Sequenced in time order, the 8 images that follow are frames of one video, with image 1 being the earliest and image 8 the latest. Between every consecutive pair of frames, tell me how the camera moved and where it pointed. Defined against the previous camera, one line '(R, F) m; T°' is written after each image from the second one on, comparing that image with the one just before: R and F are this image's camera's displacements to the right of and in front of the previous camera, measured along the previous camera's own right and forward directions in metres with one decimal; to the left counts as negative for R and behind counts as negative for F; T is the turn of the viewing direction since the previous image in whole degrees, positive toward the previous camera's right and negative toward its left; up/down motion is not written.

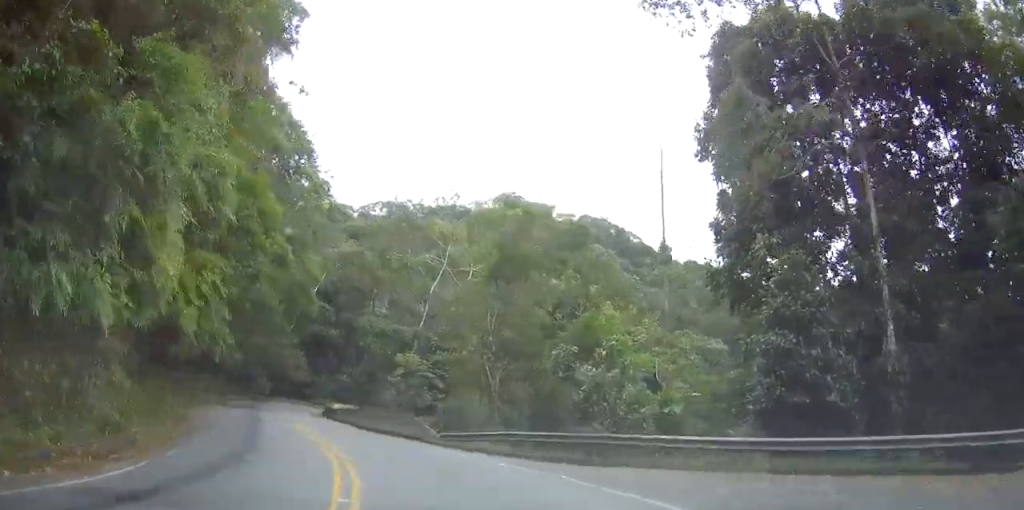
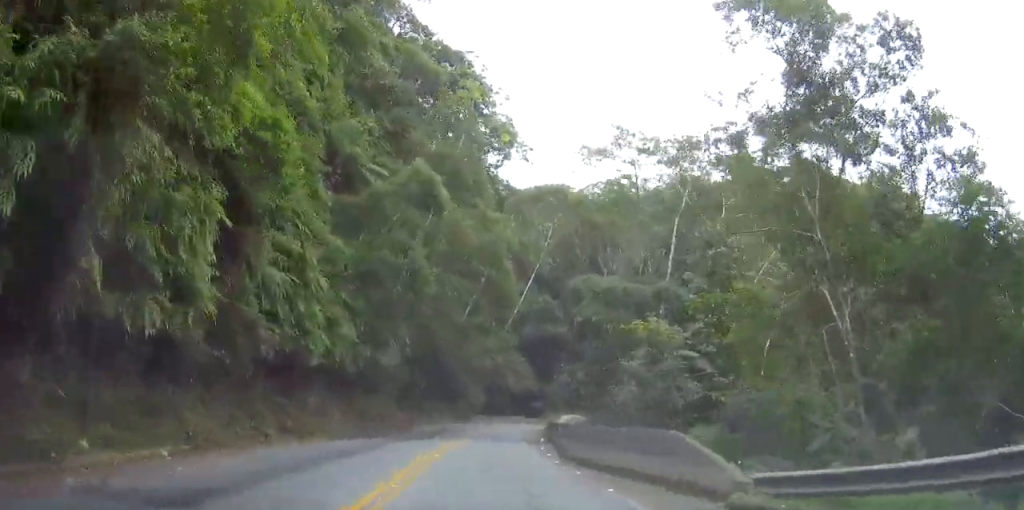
(-1.0, +16.6) m; -3°
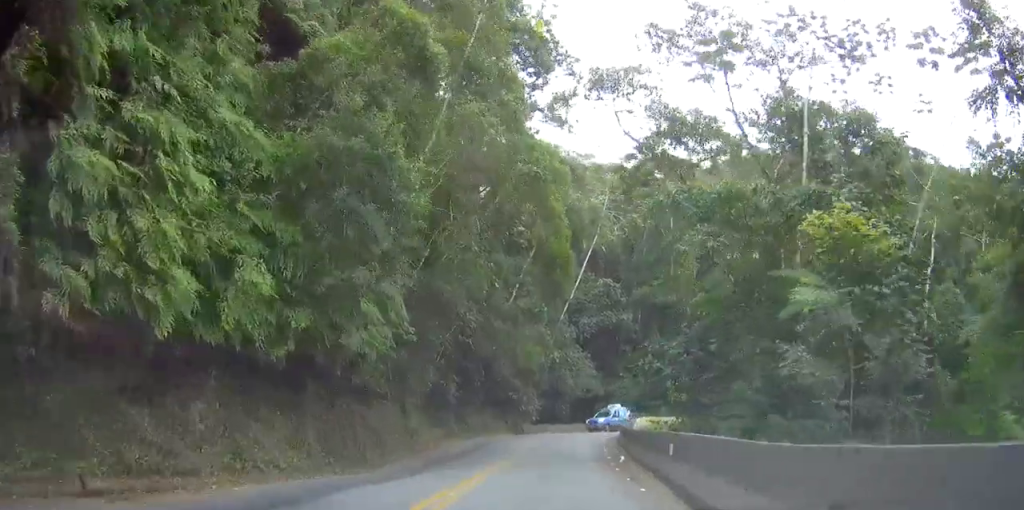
(0.0, +11.9) m; 0°
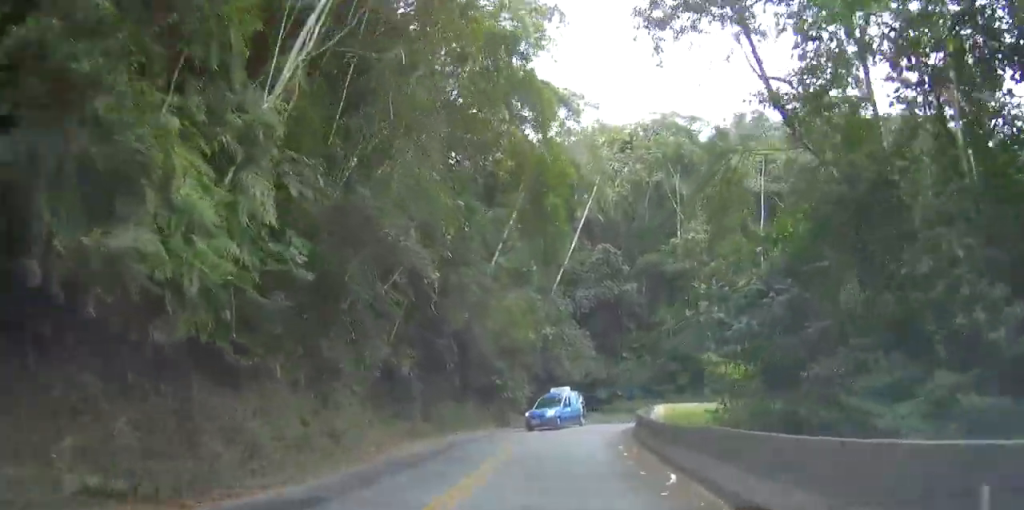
(0.0, +9.2) m; 0°
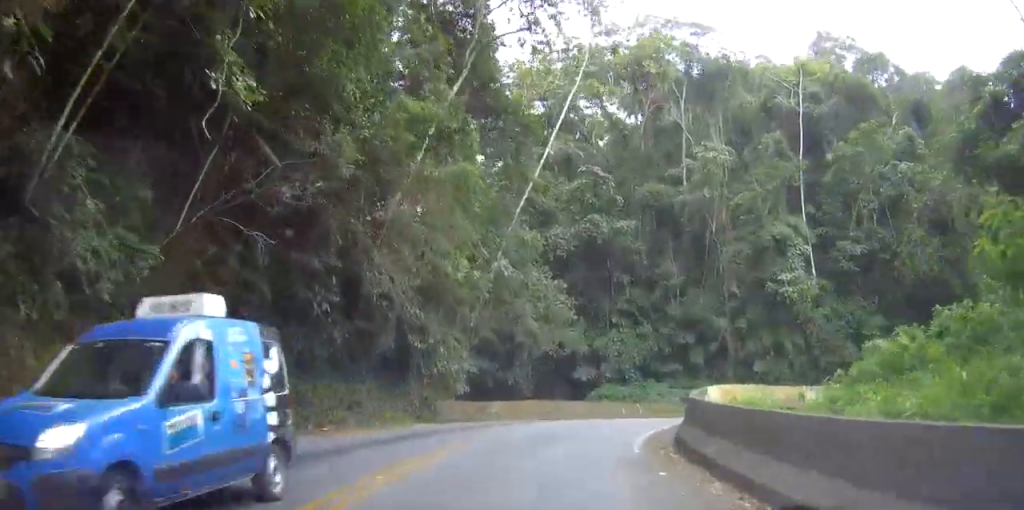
(0.0, +15.2) m; 0°
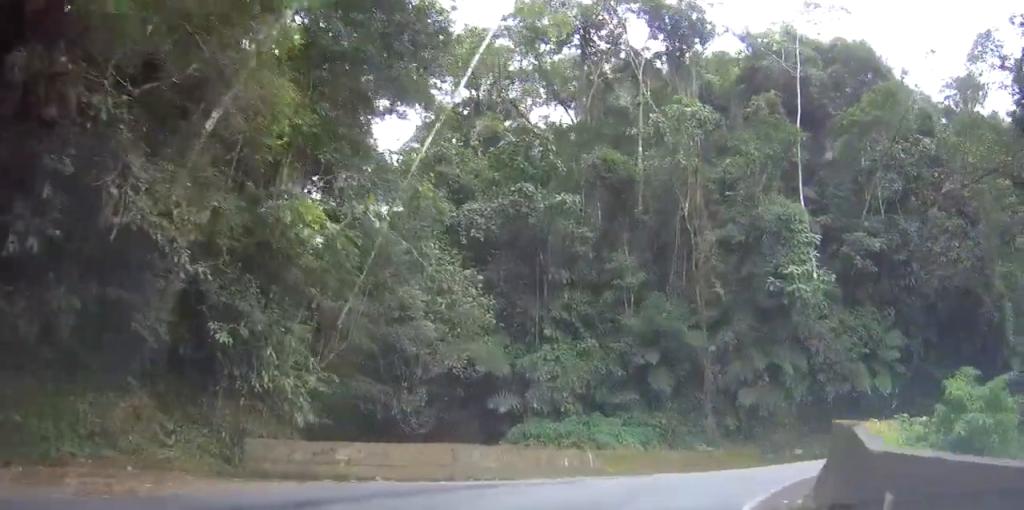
(0.0, +9.9) m; +5°
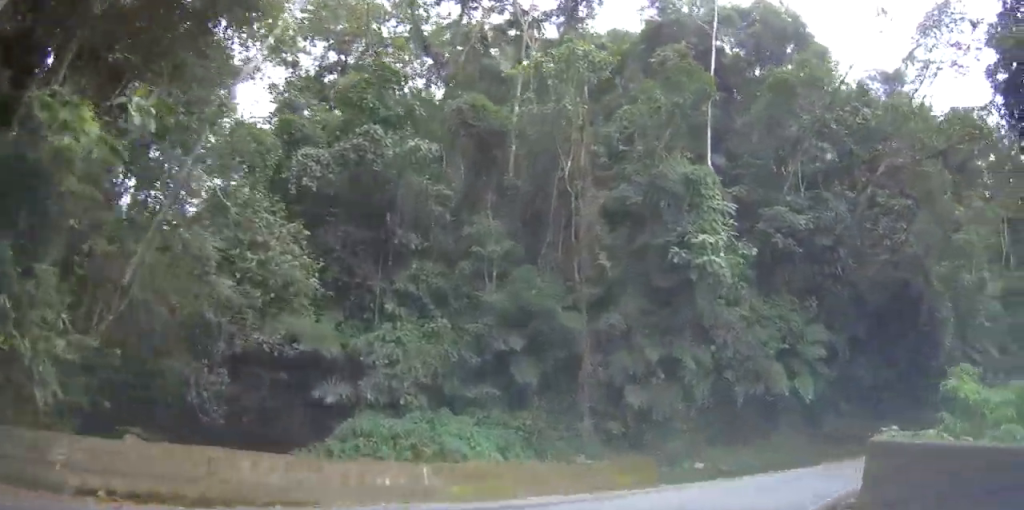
(+0.4, +5.1) m; +13°
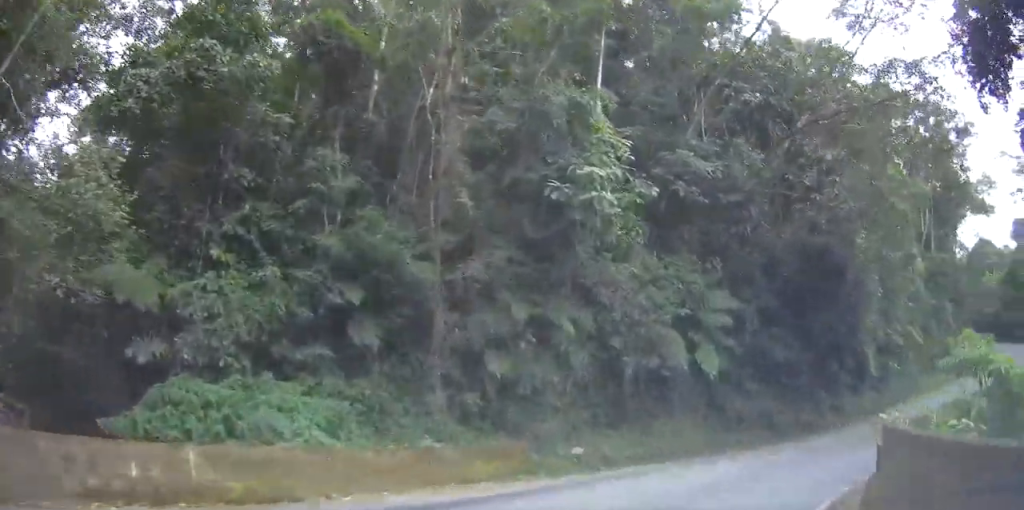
(-0.5, +4.2) m; +12°
